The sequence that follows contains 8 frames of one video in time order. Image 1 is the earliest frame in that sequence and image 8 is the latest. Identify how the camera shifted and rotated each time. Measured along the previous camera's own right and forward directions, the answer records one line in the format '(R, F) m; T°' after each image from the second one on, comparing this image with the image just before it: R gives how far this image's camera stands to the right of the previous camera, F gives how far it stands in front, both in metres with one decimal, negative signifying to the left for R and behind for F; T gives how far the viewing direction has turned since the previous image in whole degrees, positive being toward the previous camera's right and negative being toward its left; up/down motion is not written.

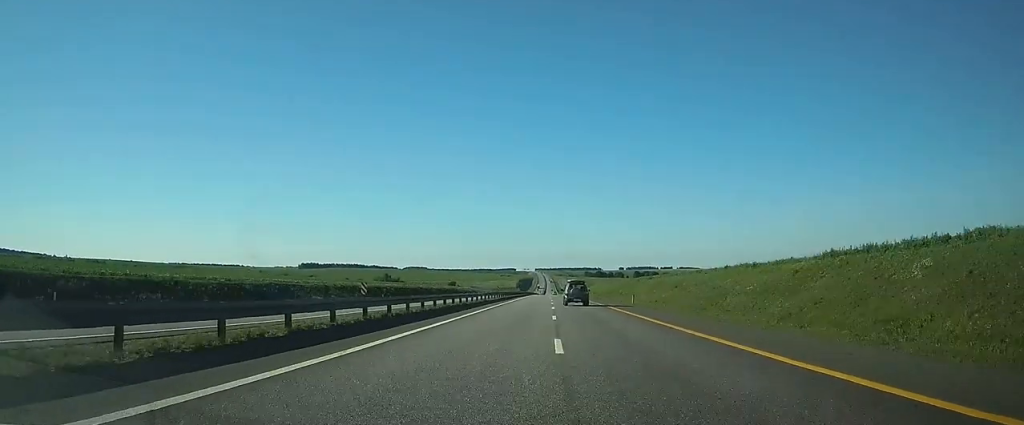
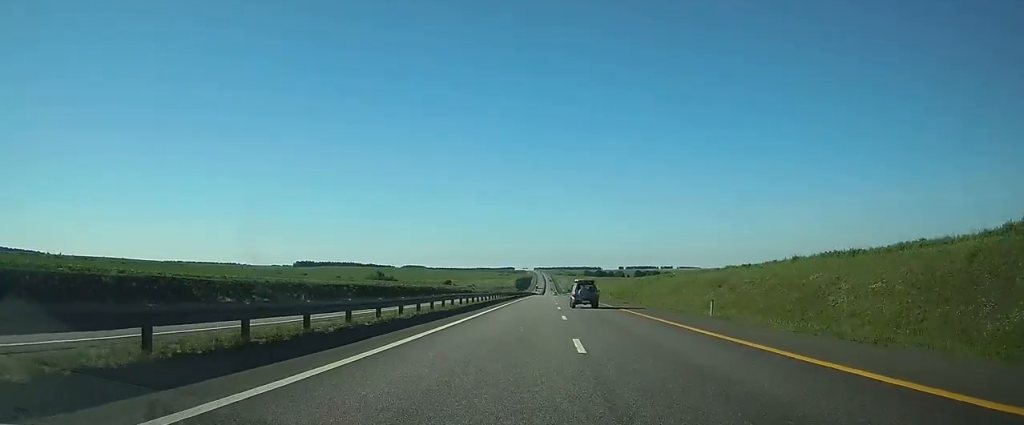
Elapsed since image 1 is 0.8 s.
(0.0, +23.9) m; 0°
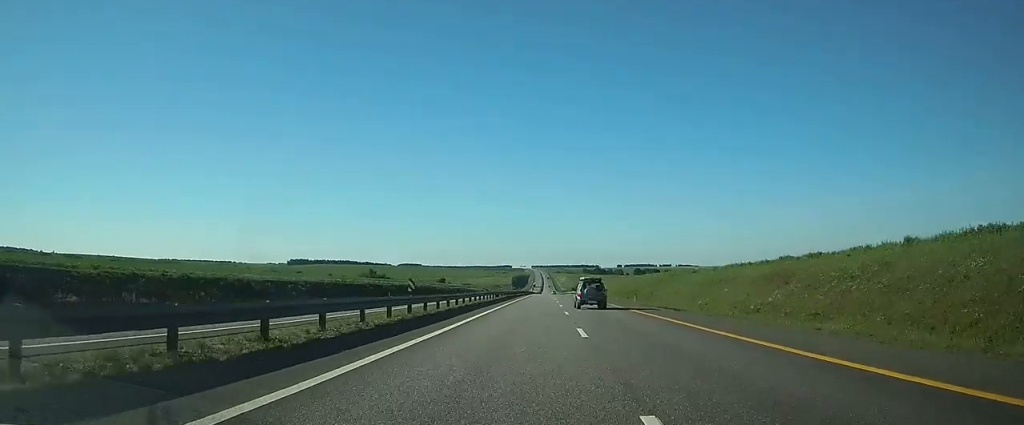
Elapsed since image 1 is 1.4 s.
(0.0, +20.8) m; 0°
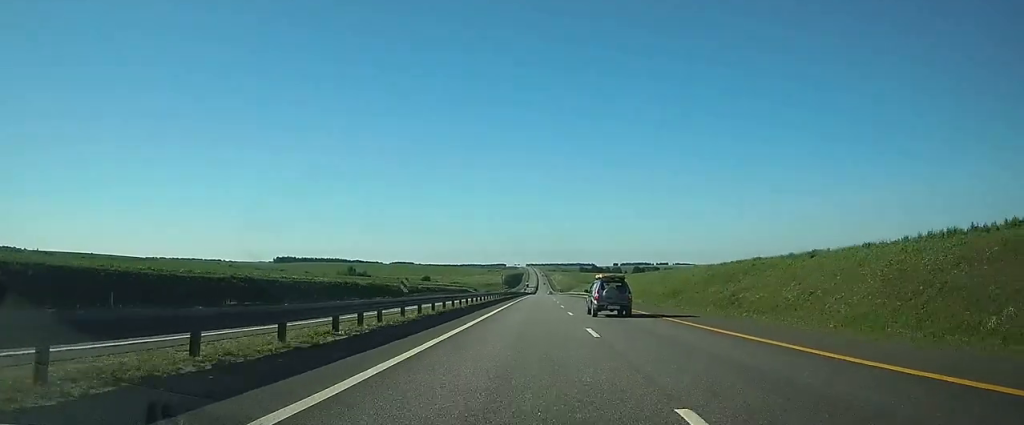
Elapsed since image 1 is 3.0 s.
(+0.2, +48.1) m; +1°
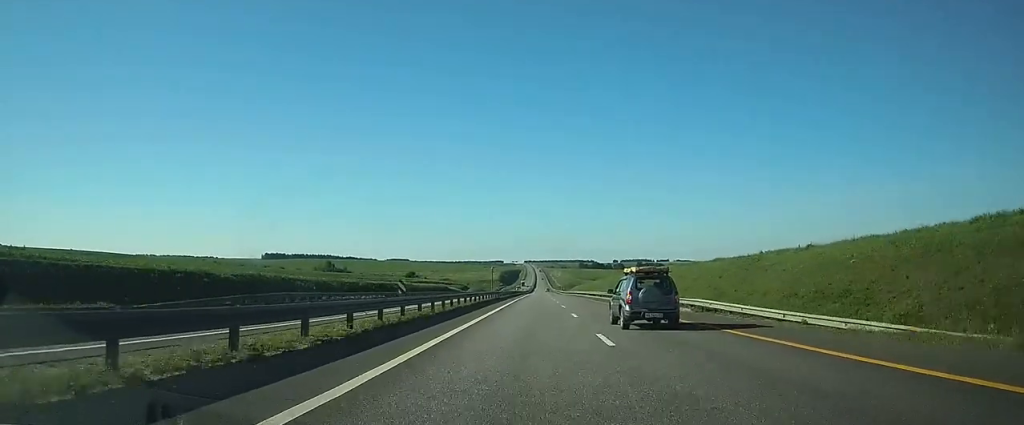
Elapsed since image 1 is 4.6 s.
(+0.4, +51.2) m; +1°
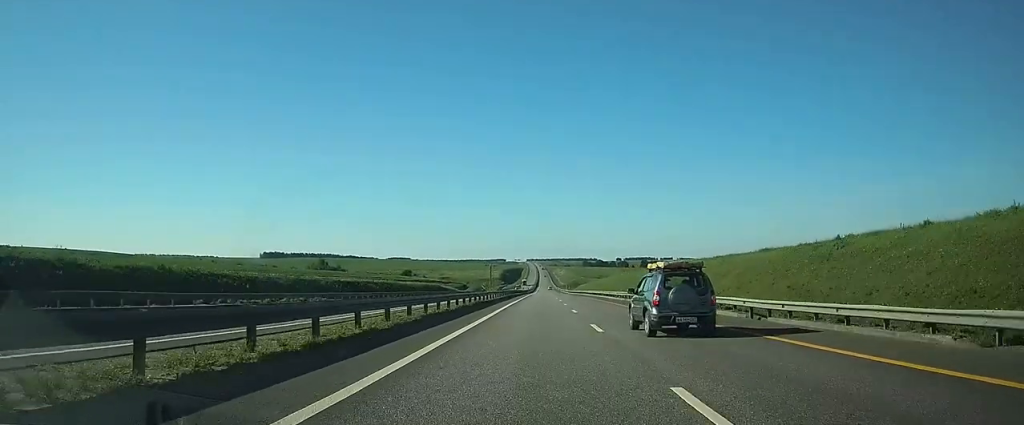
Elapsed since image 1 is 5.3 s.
(0.0, +20.9) m; 0°
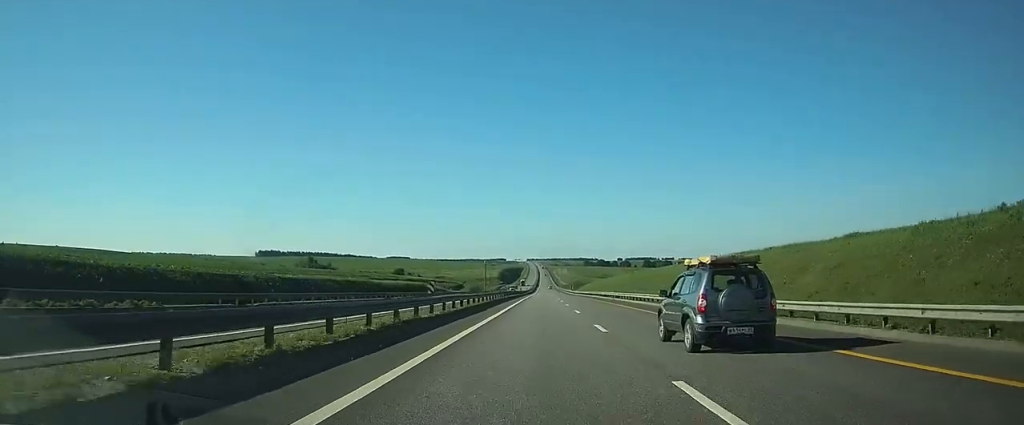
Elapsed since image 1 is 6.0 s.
(0.0, +23.9) m; 0°
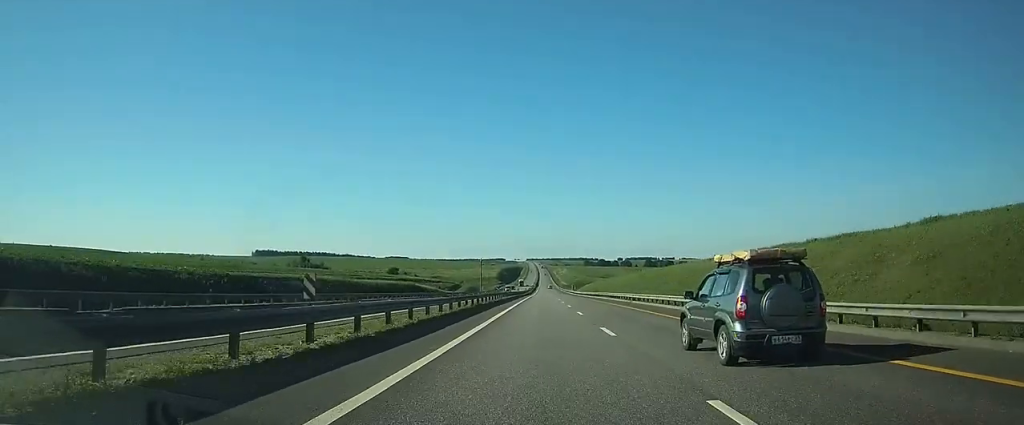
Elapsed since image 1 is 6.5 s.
(0.0, +13.5) m; 0°
